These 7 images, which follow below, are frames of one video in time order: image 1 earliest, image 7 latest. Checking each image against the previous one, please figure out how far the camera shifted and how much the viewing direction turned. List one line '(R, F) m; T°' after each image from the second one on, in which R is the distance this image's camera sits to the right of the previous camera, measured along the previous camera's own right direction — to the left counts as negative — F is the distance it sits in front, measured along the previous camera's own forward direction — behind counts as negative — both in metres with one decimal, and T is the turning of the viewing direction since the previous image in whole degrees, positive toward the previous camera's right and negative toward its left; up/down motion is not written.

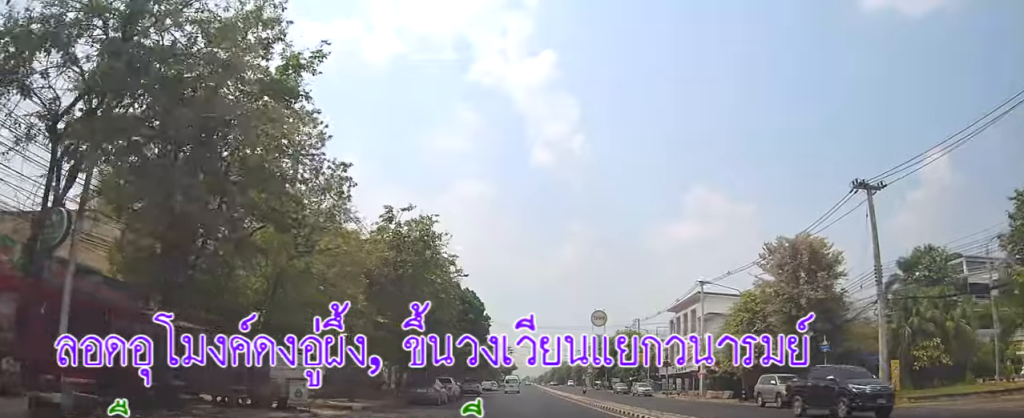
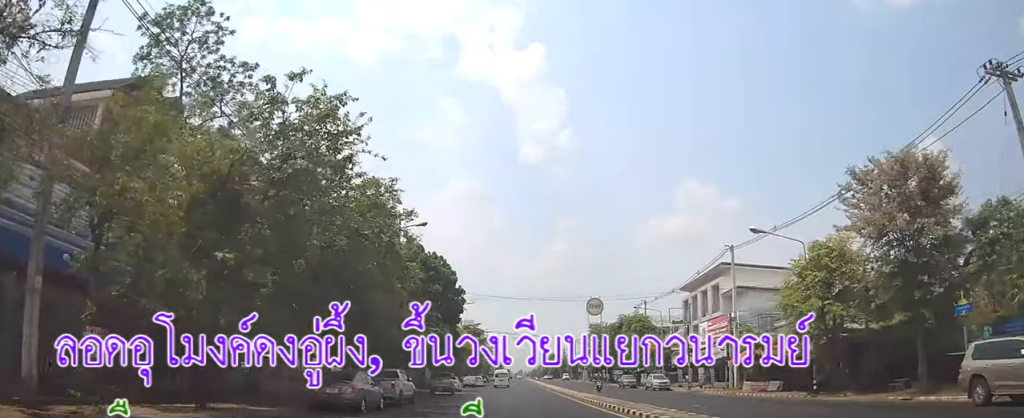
(0.0, +13.9) m; 0°
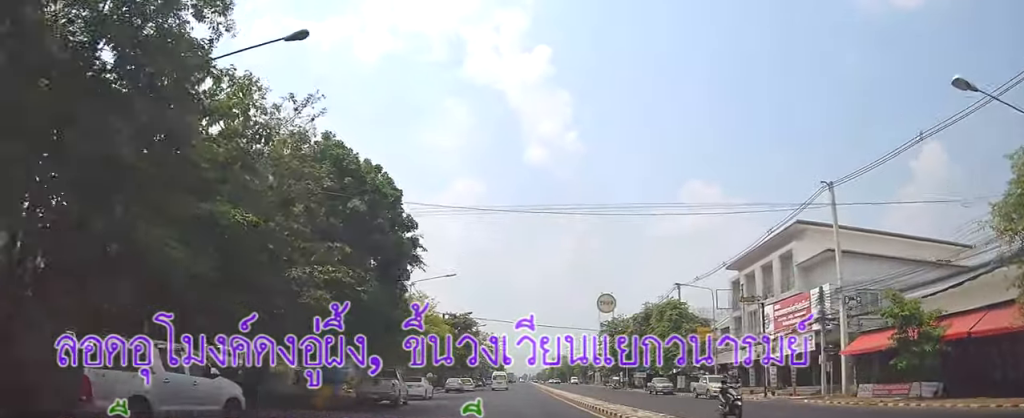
(-0.1, +18.2) m; 0°
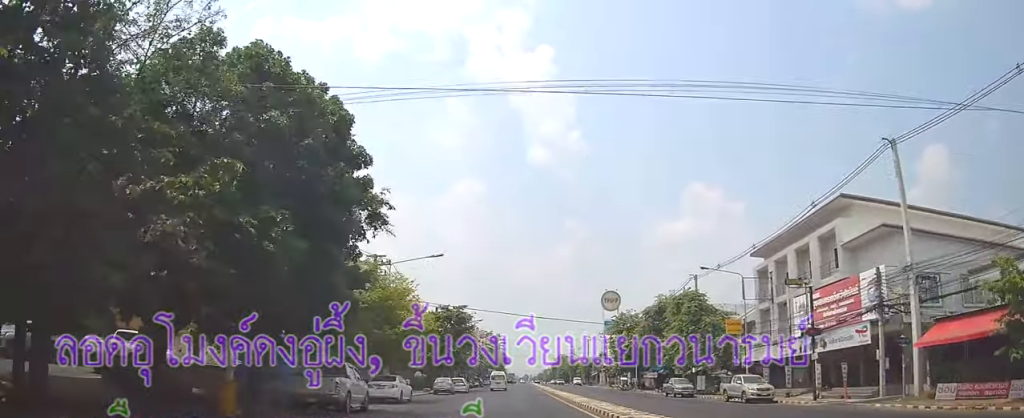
(0.0, +7.0) m; 0°
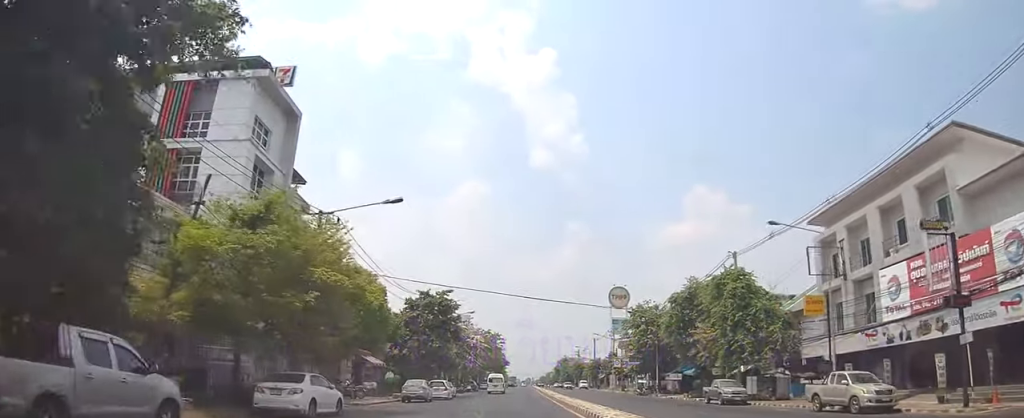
(0.0, +12.3) m; +1°
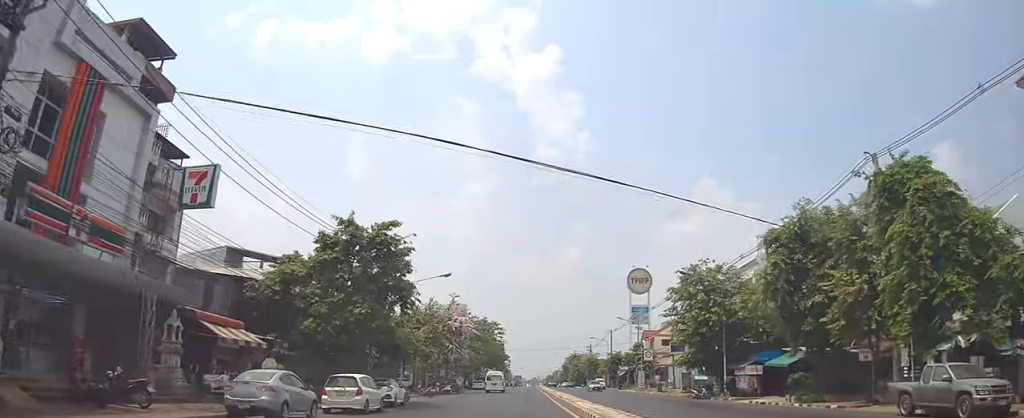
(-0.4, +22.6) m; -2°
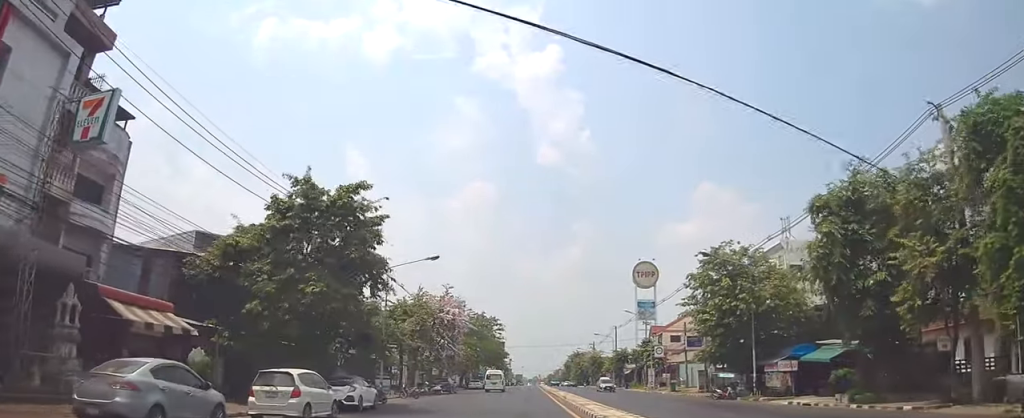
(-0.3, +5.9) m; 0°
